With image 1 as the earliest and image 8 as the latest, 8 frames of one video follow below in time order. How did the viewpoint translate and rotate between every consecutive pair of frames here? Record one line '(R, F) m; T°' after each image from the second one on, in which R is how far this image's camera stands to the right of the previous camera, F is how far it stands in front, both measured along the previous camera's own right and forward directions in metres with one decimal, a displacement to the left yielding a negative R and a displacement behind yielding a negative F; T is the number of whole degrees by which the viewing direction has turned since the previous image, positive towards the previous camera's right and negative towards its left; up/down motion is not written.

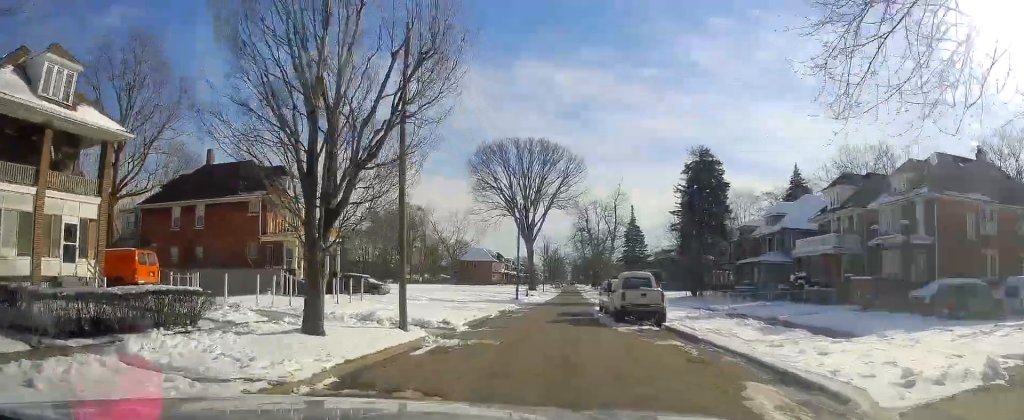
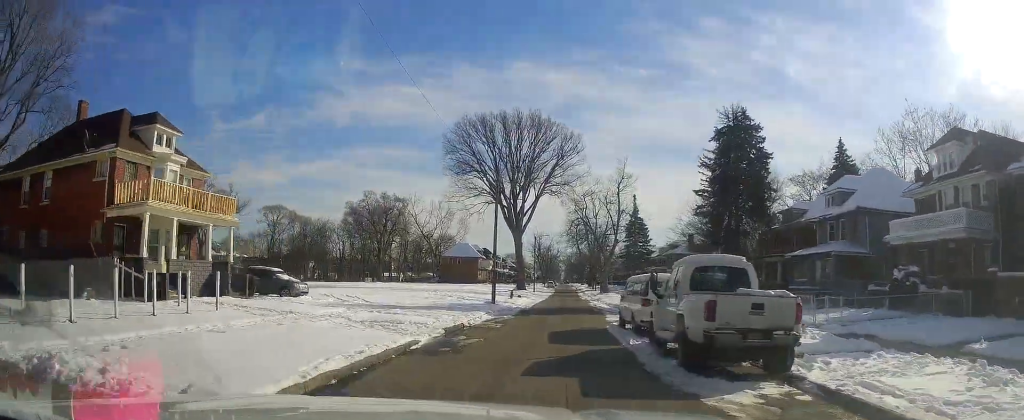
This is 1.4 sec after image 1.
(-0.1, +14.8) m; 0°
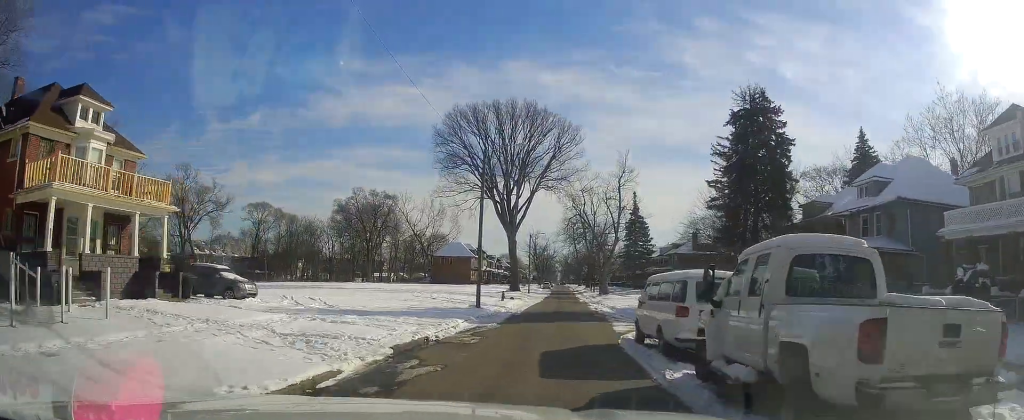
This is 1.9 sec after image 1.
(-0.1, +5.7) m; +1°
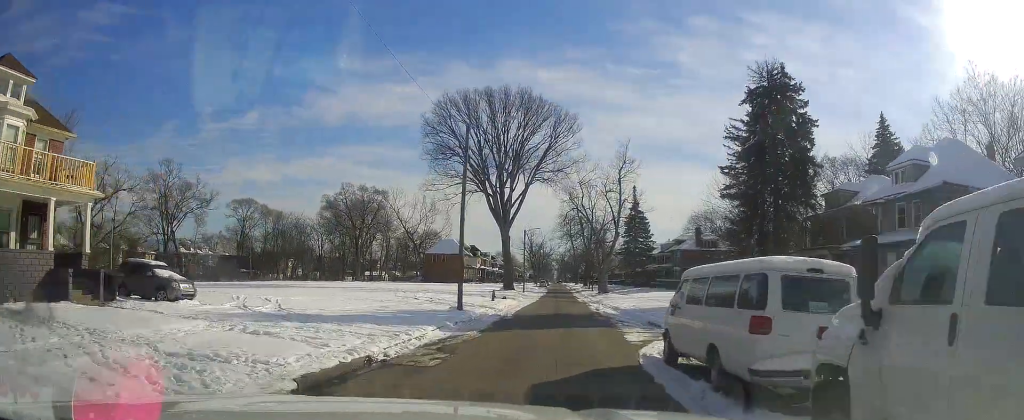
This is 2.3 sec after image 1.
(-0.1, +5.0) m; +1°
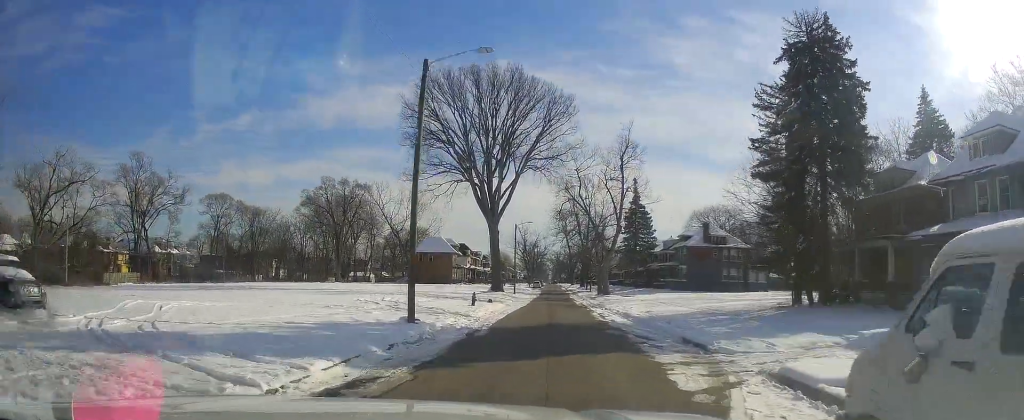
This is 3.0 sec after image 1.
(+0.4, +8.3) m; +1°
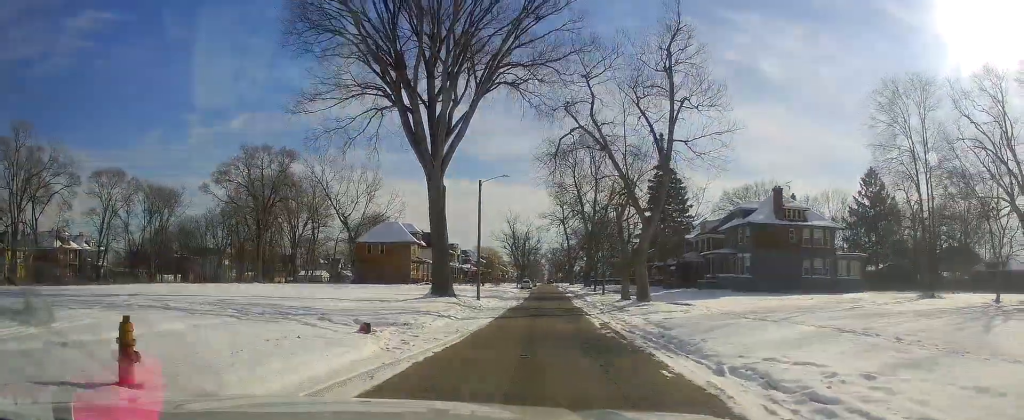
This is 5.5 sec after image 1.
(-0.2, +31.4) m; -1°
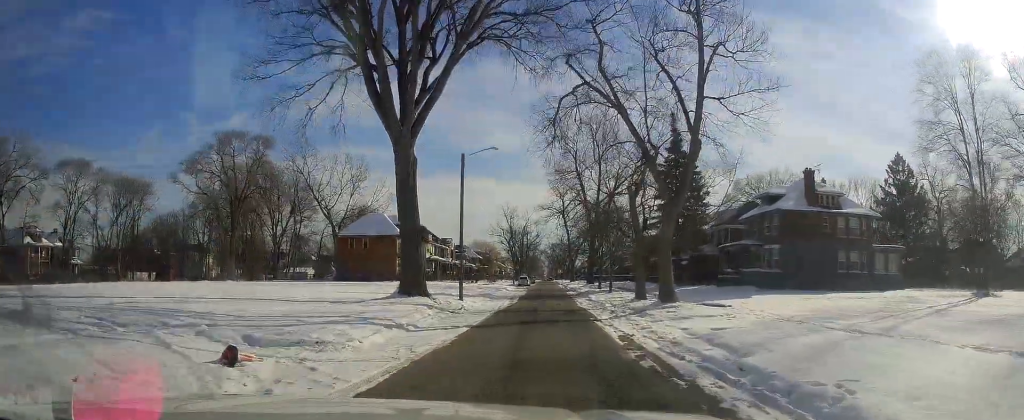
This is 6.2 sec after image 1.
(+0.1, +8.1) m; -2°
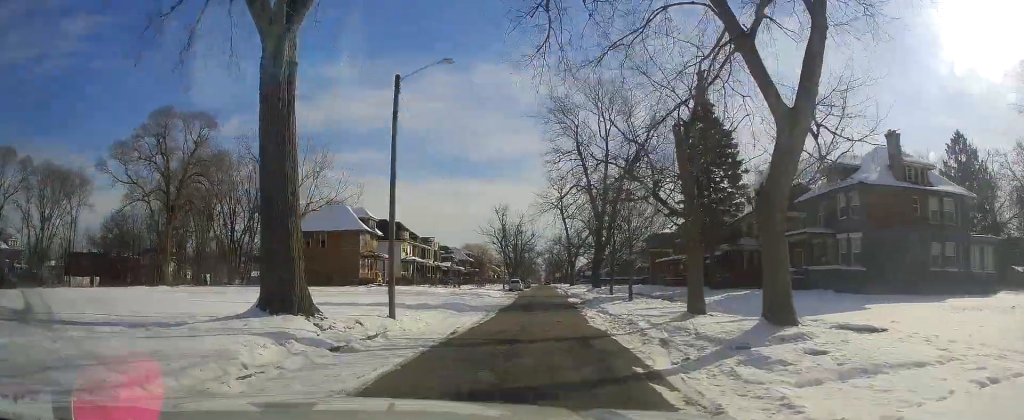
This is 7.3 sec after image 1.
(-0.4, +15.2) m; +2°
